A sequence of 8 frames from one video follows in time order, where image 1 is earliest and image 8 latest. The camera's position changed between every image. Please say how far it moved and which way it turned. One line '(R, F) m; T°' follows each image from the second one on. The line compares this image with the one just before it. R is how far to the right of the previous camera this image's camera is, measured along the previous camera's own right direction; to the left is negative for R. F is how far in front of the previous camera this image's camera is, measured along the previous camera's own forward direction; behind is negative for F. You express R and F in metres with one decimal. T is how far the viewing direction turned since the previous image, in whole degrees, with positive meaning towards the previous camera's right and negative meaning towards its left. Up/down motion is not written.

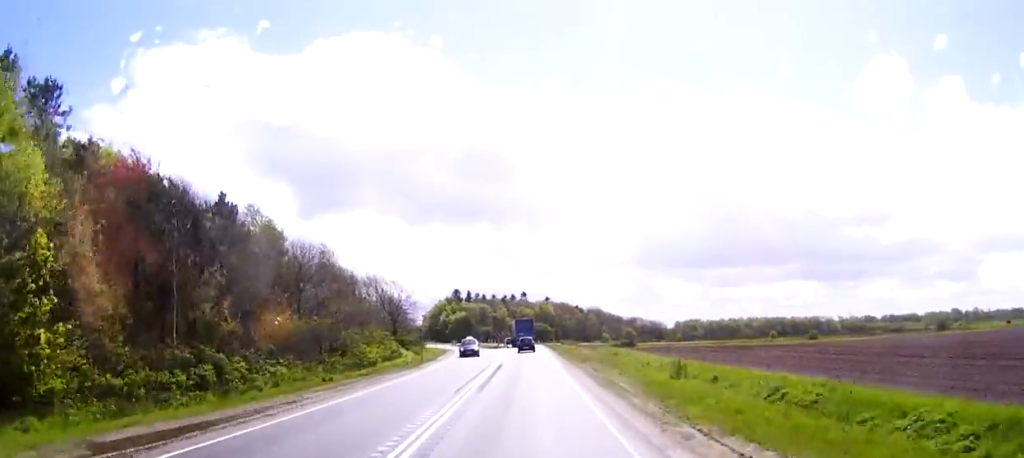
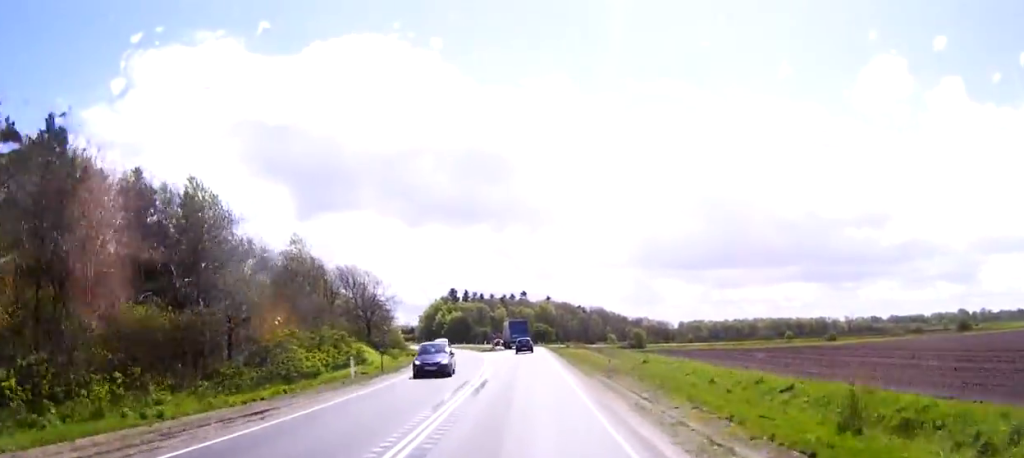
(0.0, +15.4) m; 0°
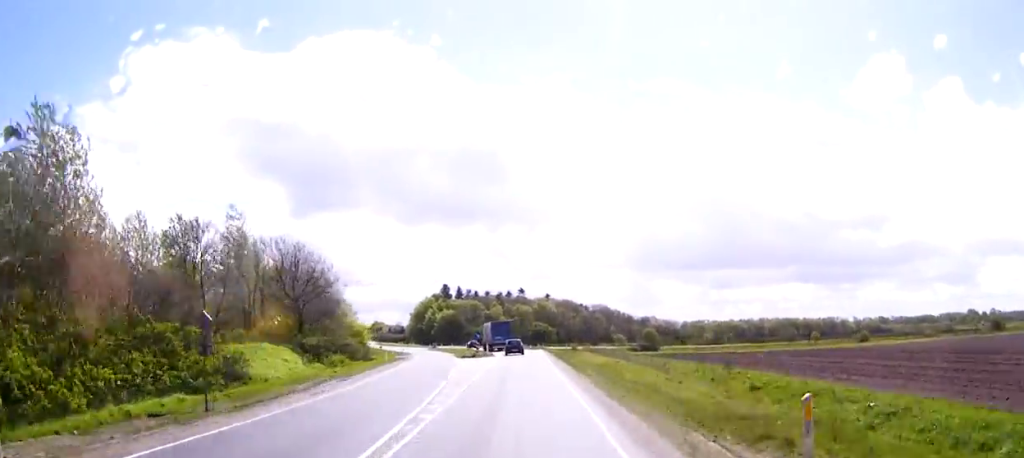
(0.0, +23.6) m; 0°
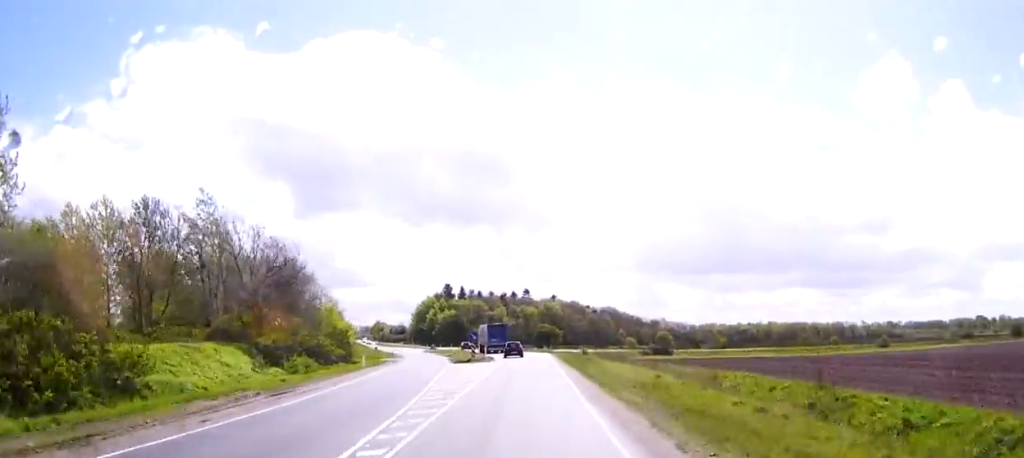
(0.0, +10.1) m; 0°
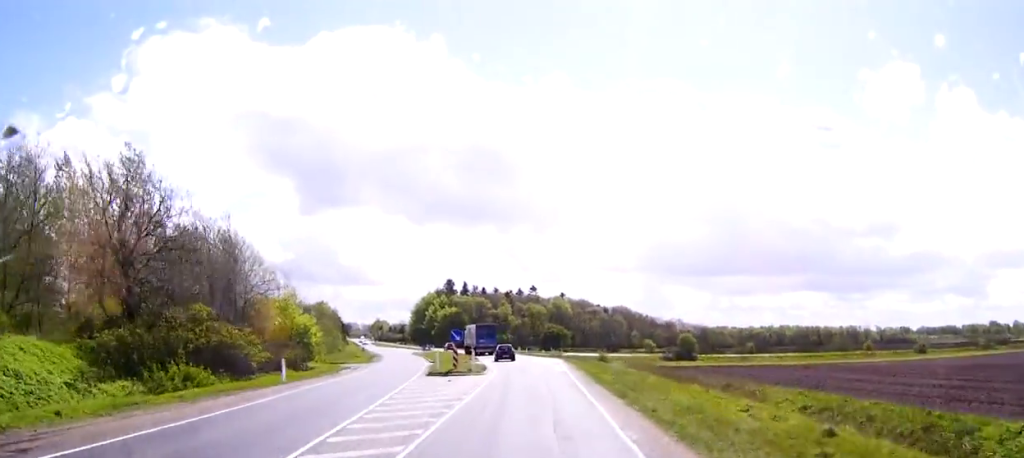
(-0.1, +17.4) m; 0°
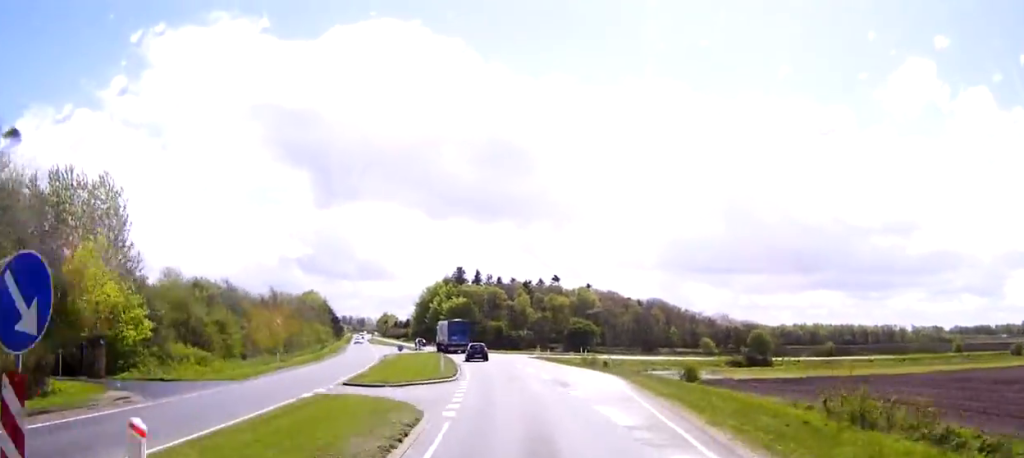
(0.0, +34.7) m; -2°
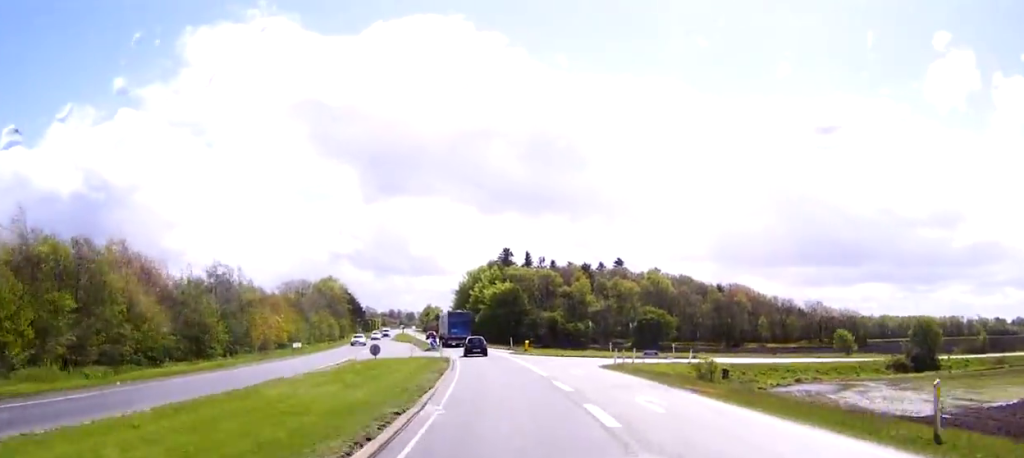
(-1.4, +35.5) m; -5°
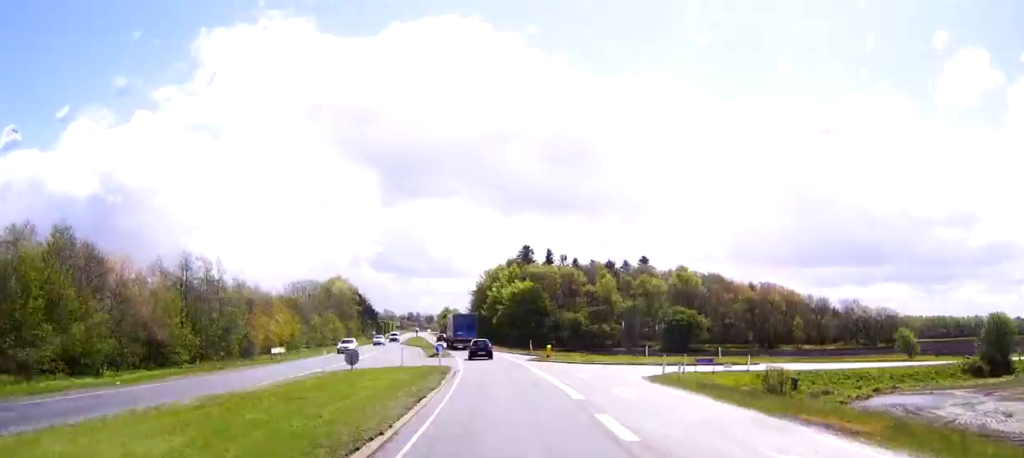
(+0.3, +10.8) m; -2°
